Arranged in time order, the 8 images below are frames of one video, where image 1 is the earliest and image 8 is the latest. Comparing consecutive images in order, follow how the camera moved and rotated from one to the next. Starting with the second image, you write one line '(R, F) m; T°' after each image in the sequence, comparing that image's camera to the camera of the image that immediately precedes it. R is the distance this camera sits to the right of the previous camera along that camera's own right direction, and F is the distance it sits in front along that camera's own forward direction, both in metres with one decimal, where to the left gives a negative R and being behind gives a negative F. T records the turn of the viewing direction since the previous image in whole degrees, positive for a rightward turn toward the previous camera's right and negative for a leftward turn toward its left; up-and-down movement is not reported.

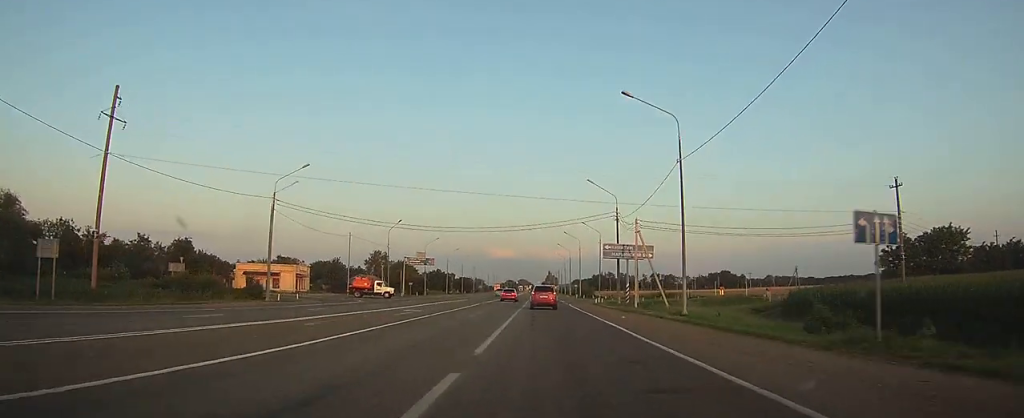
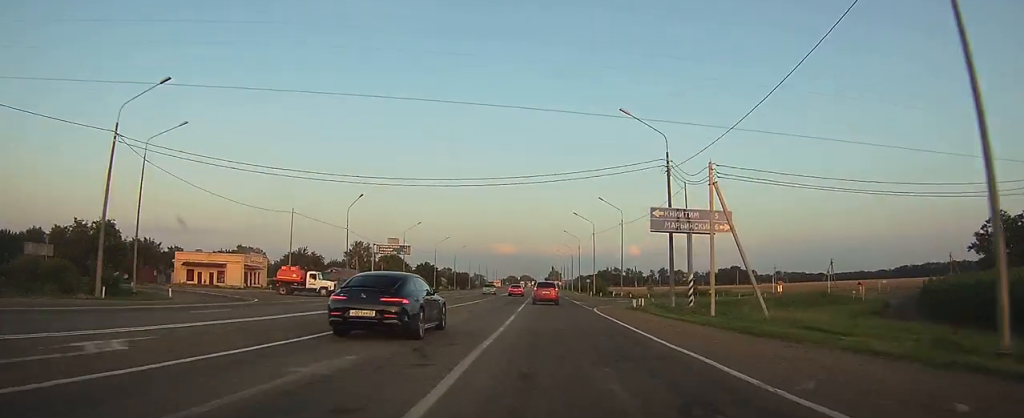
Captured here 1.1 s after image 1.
(+0.1, +23.5) m; 0°
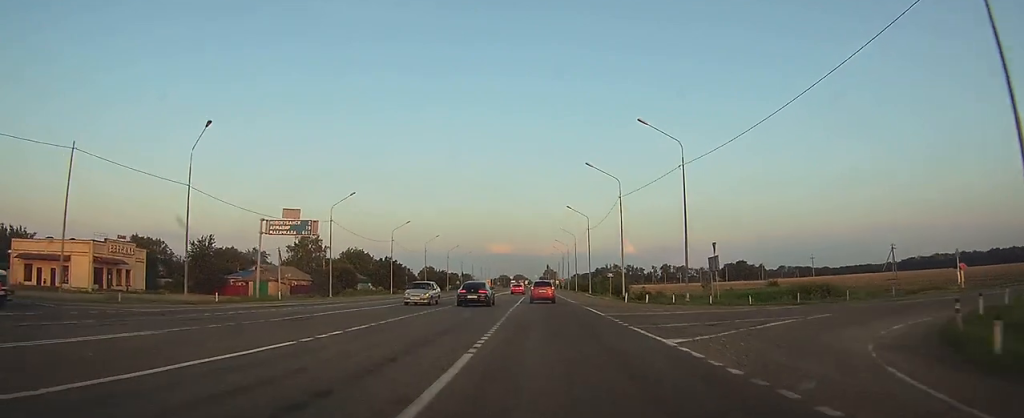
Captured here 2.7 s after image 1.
(0.0, +36.4) m; 0°
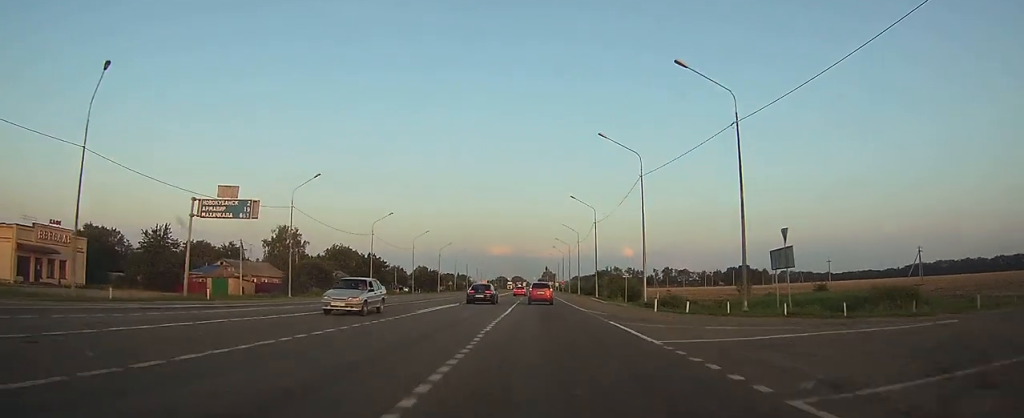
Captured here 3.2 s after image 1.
(0.0, +12.0) m; 0°
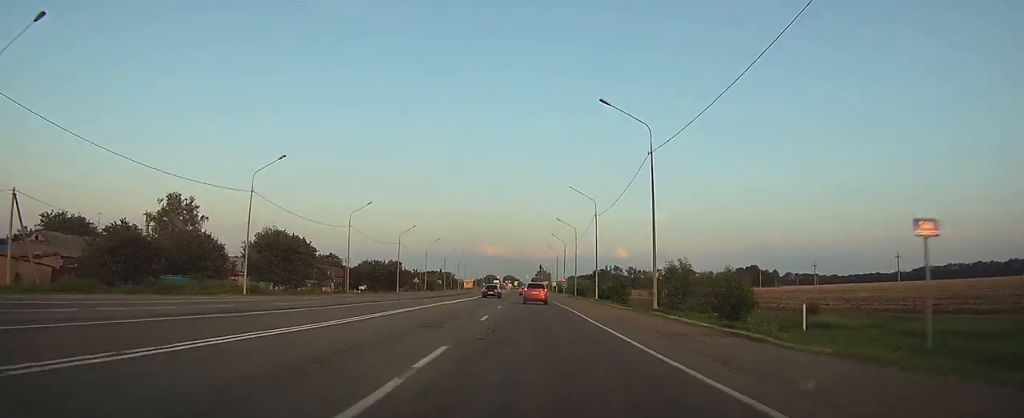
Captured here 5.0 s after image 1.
(+0.1, +39.2) m; 0°
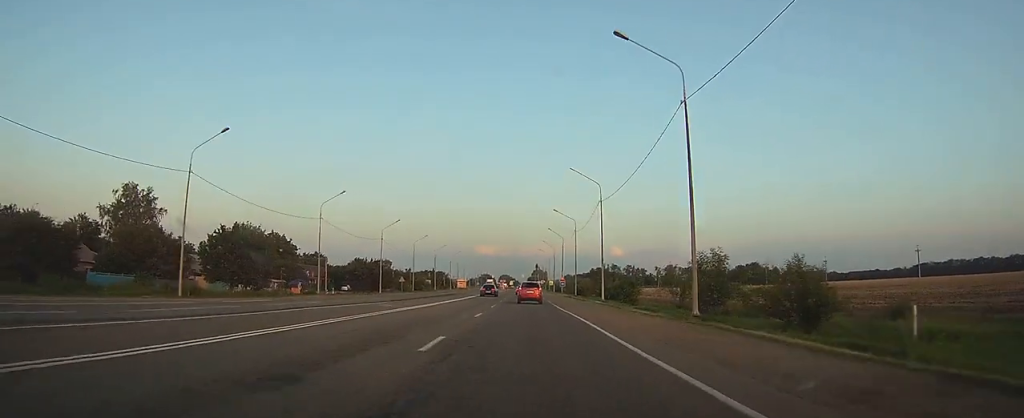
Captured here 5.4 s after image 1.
(0.0, +9.9) m; 0°
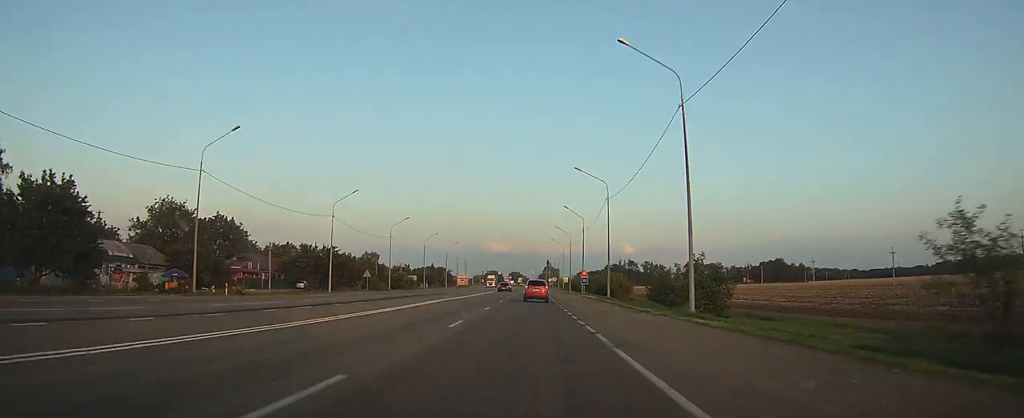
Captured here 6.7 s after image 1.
(+0.1, +29.9) m; 0°
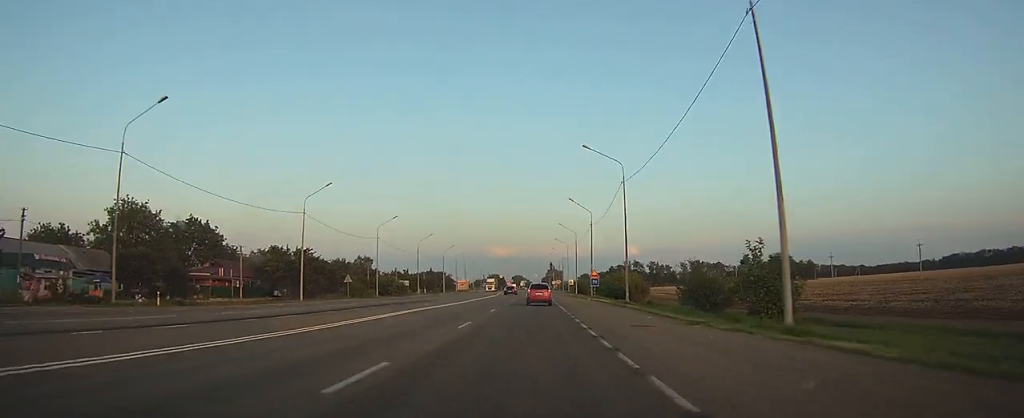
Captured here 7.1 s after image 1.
(0.0, +10.0) m; 0°
